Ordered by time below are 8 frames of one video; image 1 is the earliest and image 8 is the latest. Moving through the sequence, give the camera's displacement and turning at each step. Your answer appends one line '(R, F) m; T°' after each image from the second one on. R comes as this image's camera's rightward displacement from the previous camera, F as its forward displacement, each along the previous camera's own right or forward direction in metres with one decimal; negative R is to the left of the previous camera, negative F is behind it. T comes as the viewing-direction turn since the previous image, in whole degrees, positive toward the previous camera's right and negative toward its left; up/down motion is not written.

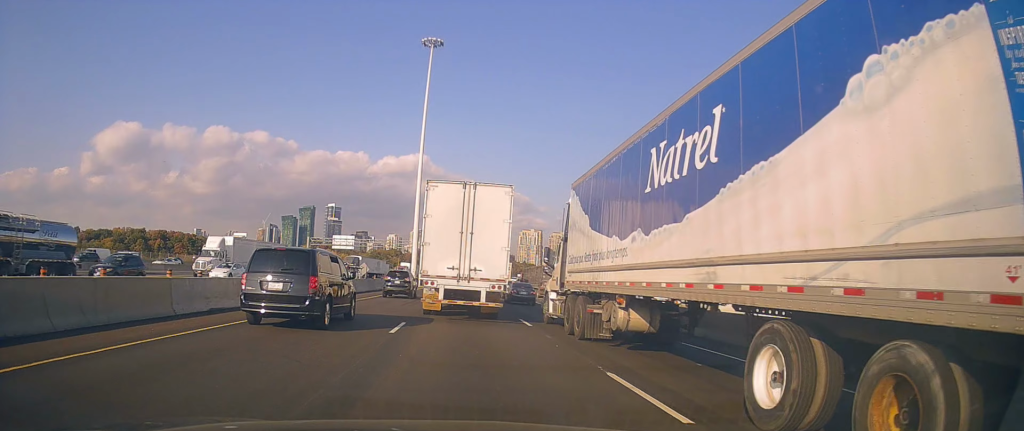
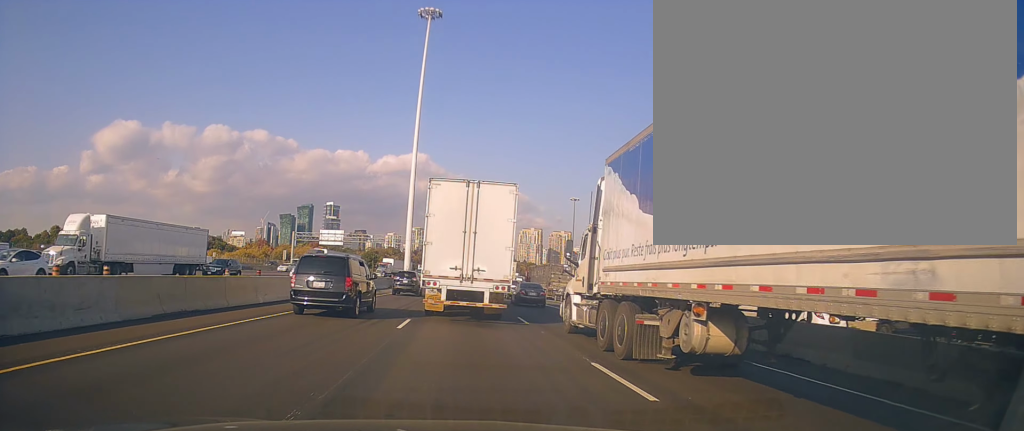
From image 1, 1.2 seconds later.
(+0.2, +11.4) m; +2°
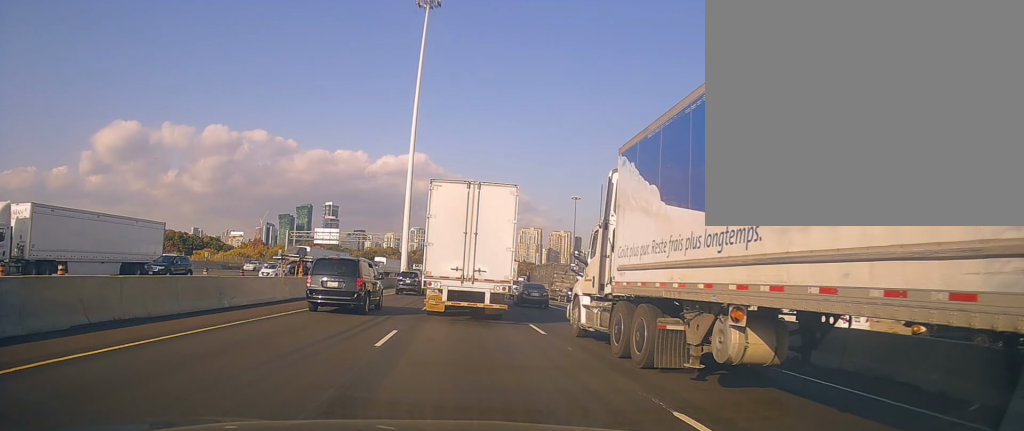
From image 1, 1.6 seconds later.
(+0.1, +3.9) m; +1°
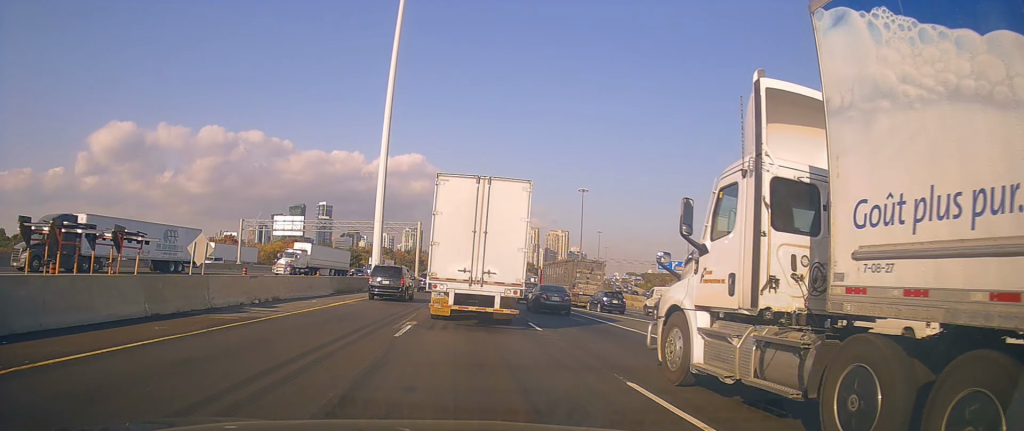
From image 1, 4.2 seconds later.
(-0.2, +22.4) m; -1°
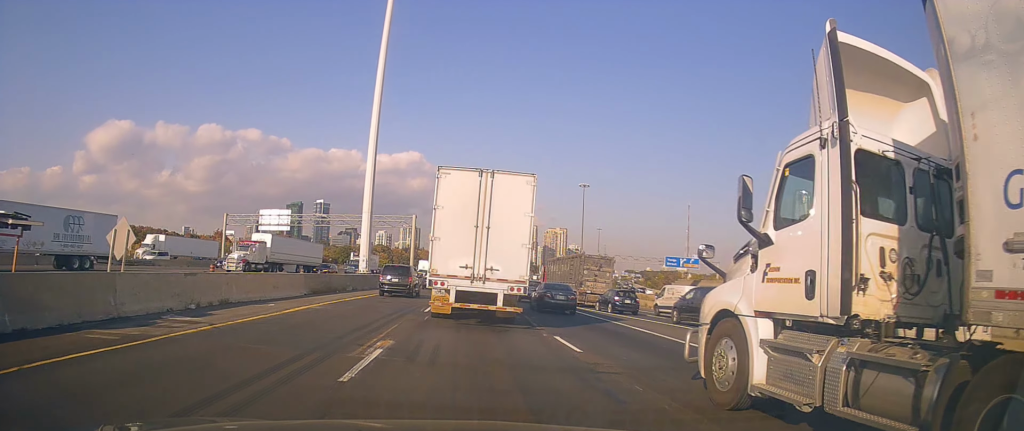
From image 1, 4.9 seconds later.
(-0.1, +5.7) m; +1°
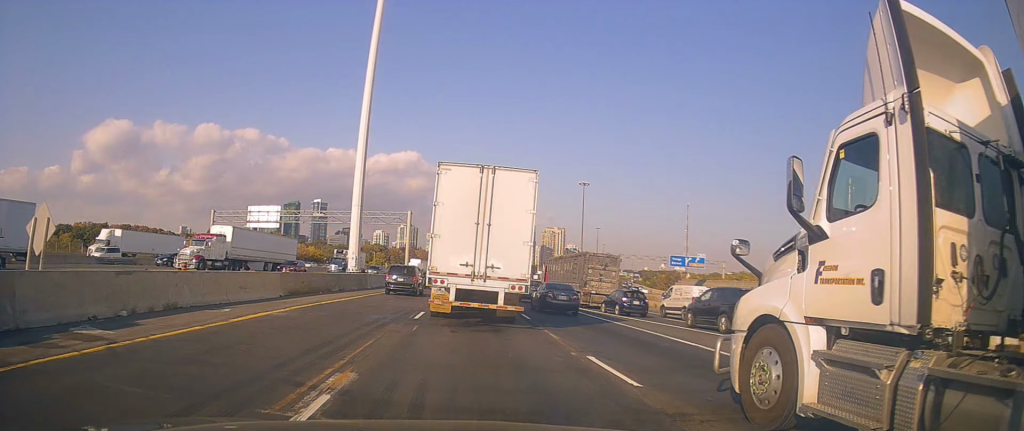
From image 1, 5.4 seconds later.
(+0.3, +3.9) m; +1°
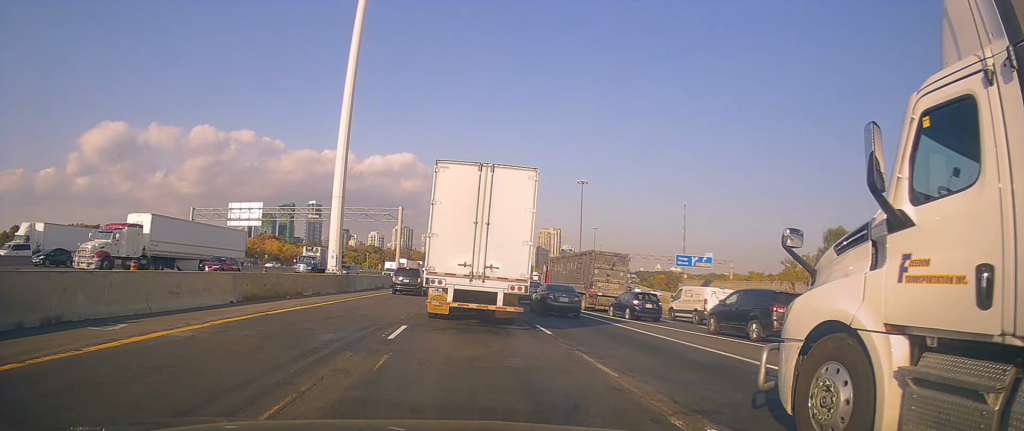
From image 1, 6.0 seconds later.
(+0.1, +5.5) m; 0°
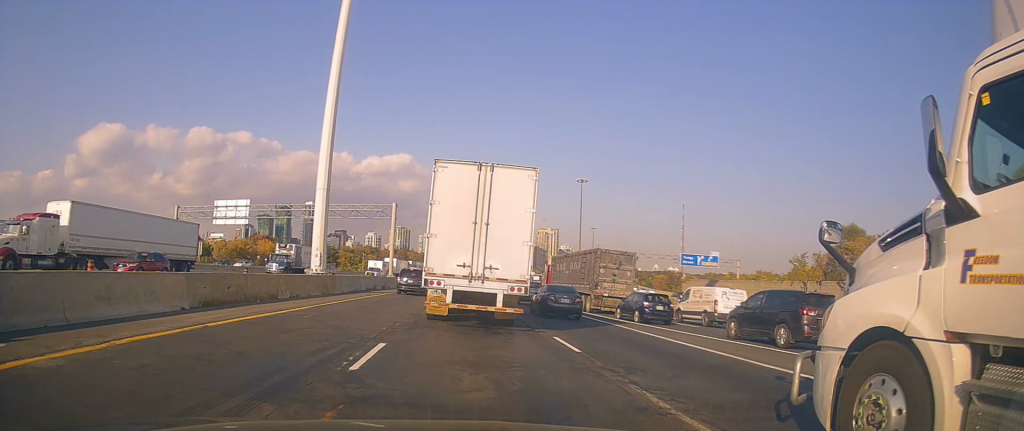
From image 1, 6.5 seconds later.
(-0.1, +3.8) m; -1°
